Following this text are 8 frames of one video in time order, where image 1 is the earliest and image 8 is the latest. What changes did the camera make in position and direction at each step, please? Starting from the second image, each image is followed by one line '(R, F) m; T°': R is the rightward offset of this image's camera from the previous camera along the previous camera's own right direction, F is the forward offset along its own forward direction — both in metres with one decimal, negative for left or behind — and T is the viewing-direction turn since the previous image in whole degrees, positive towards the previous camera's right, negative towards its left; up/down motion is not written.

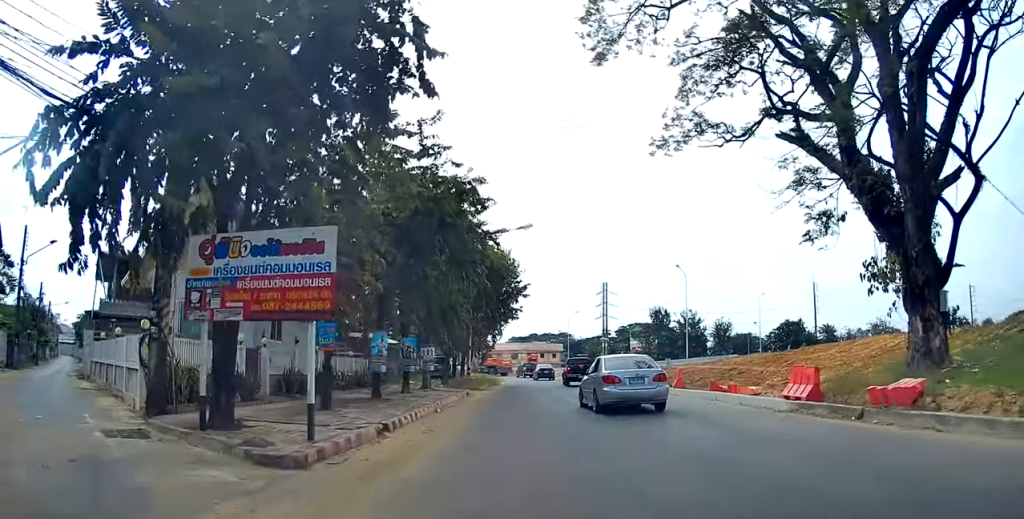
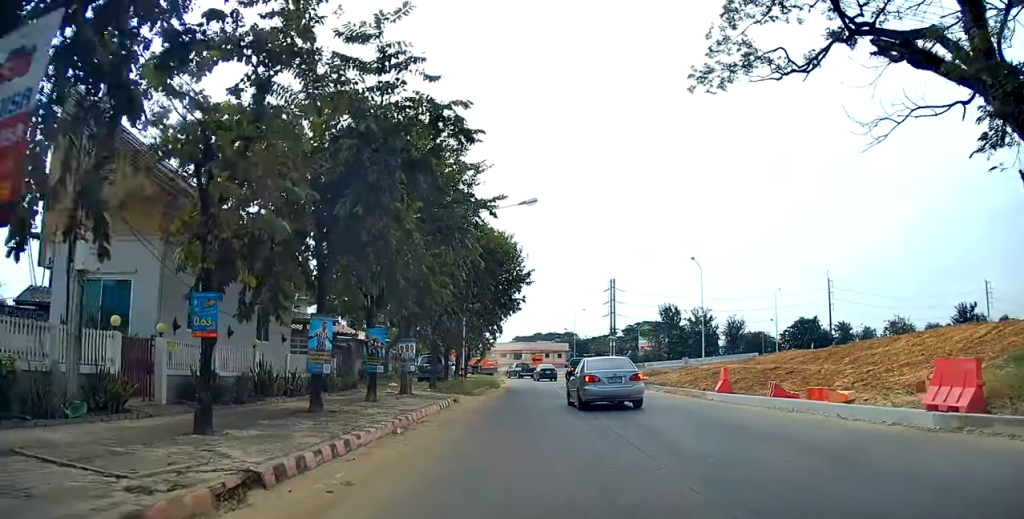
(-0.1, +4.8) m; -2°
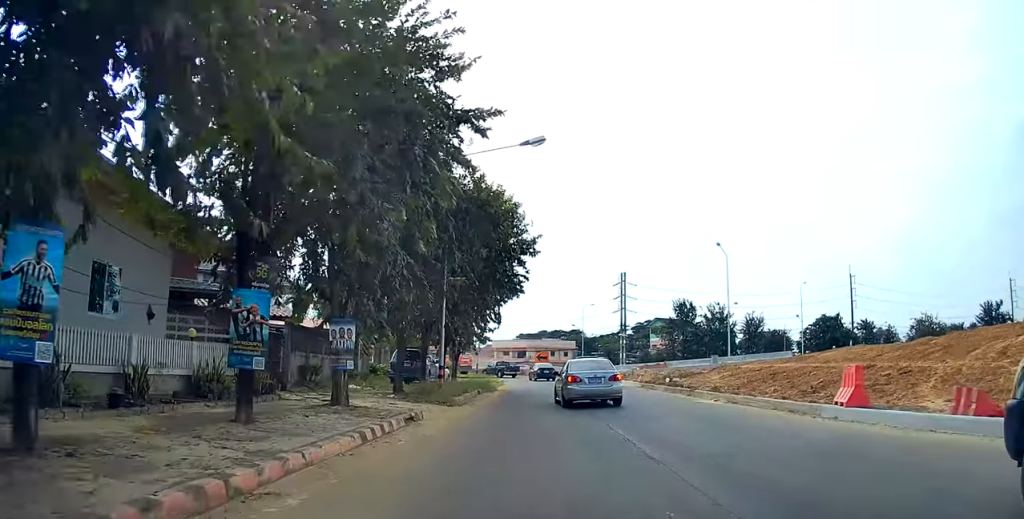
(-0.1, +7.2) m; -2°
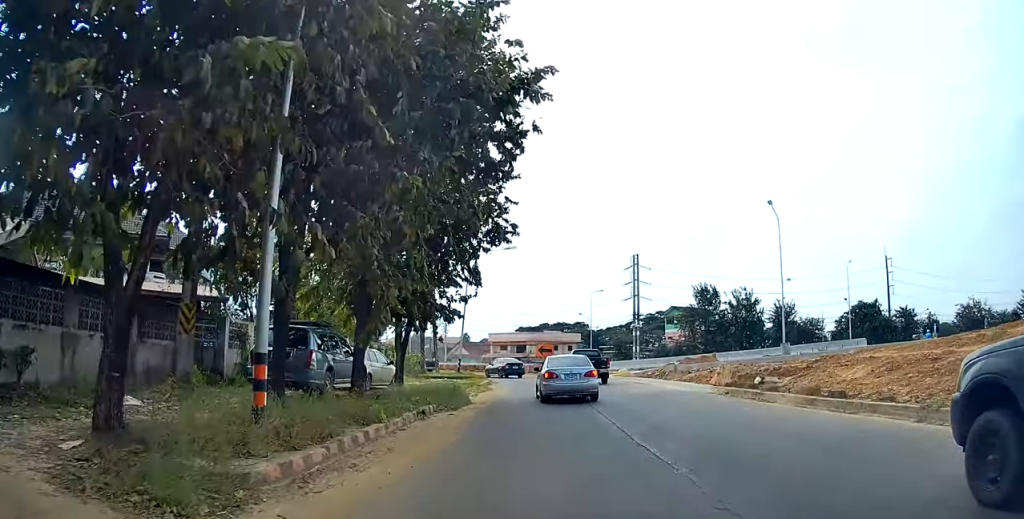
(-0.5, +13.8) m; -2°
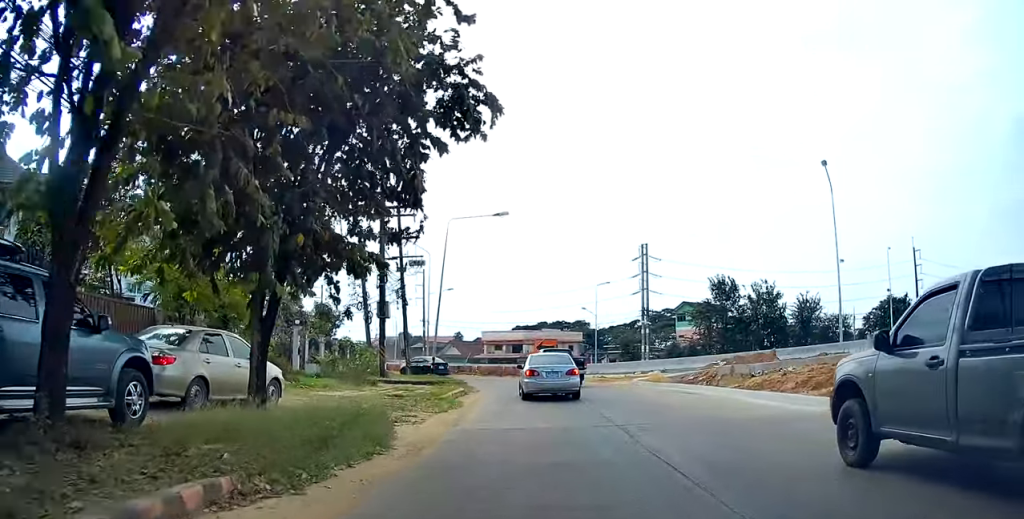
(+0.2, +10.9) m; +1°
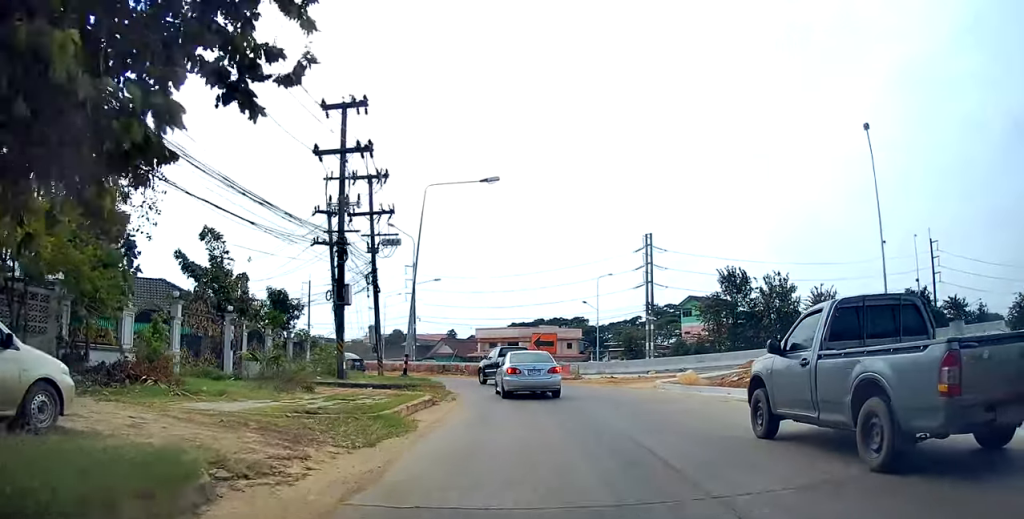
(0.0, +6.9) m; 0°
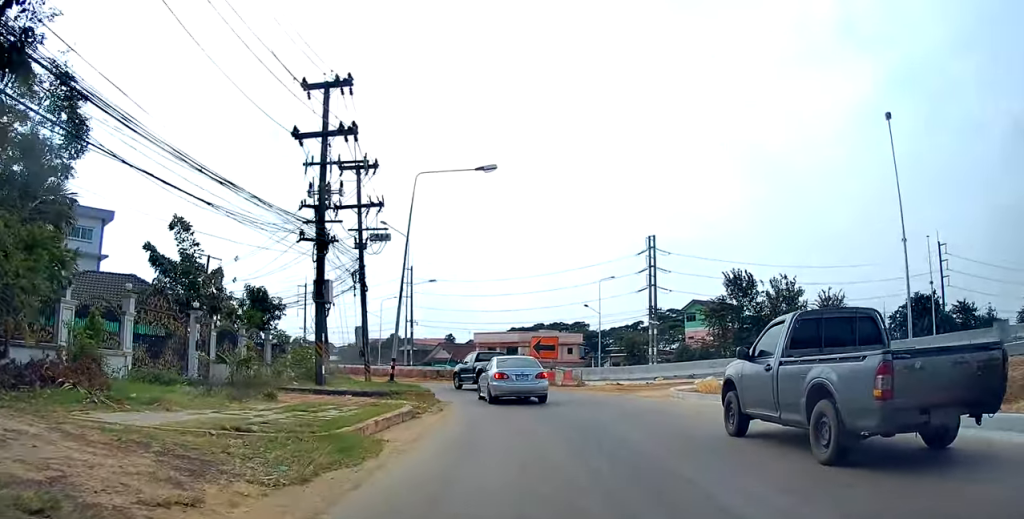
(0.0, +2.7) m; 0°
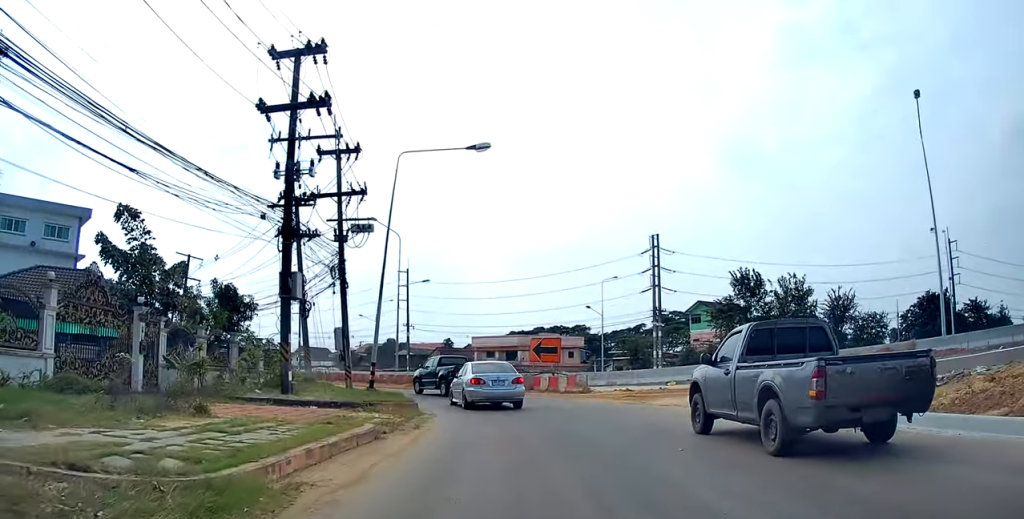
(0.0, +3.6) m; 0°
